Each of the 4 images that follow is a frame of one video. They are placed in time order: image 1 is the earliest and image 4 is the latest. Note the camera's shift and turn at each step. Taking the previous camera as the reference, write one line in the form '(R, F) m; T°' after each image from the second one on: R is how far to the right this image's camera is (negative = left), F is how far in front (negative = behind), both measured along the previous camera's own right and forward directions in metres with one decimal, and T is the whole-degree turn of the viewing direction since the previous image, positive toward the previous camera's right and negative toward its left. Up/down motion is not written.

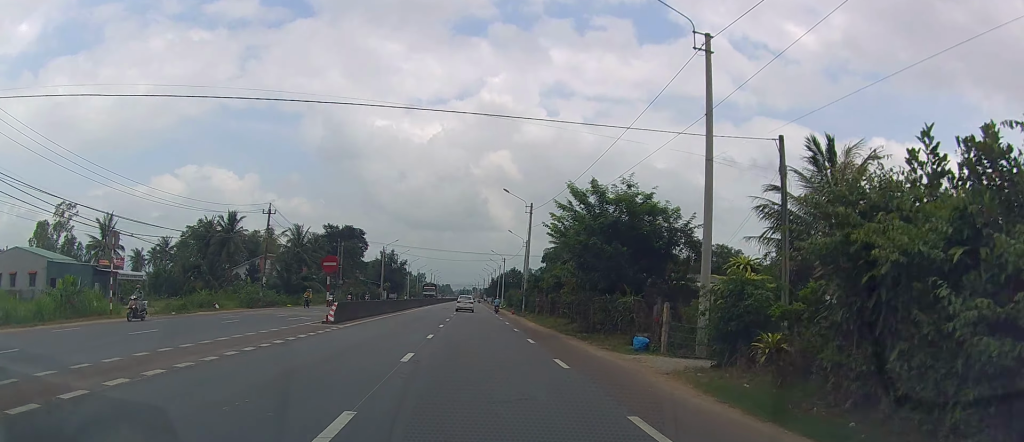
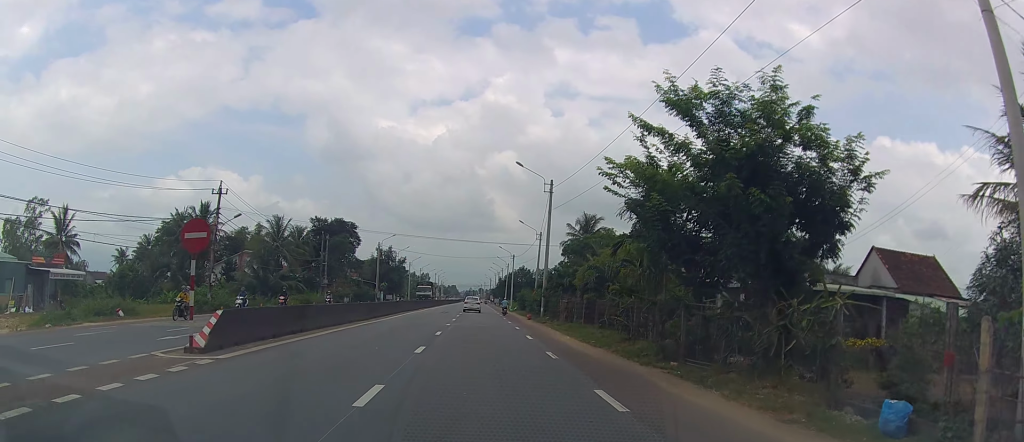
(0.0, +13.1) m; 0°
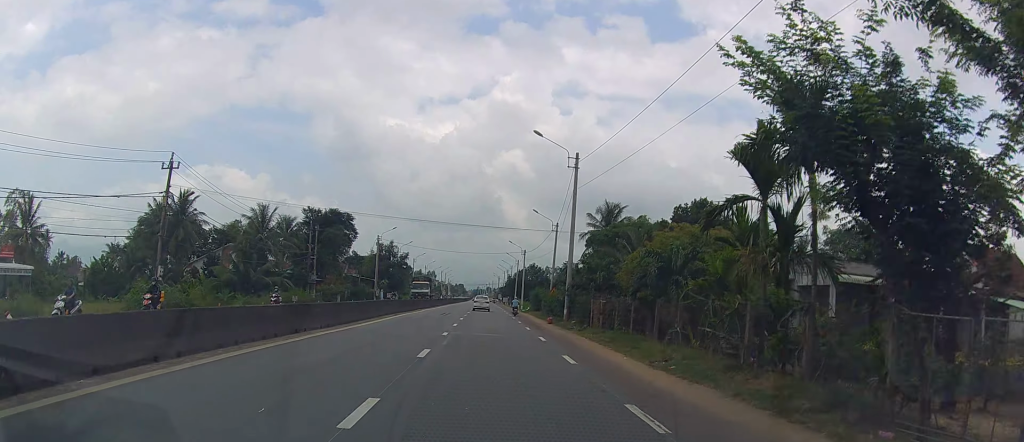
(0.0, +9.1) m; 0°
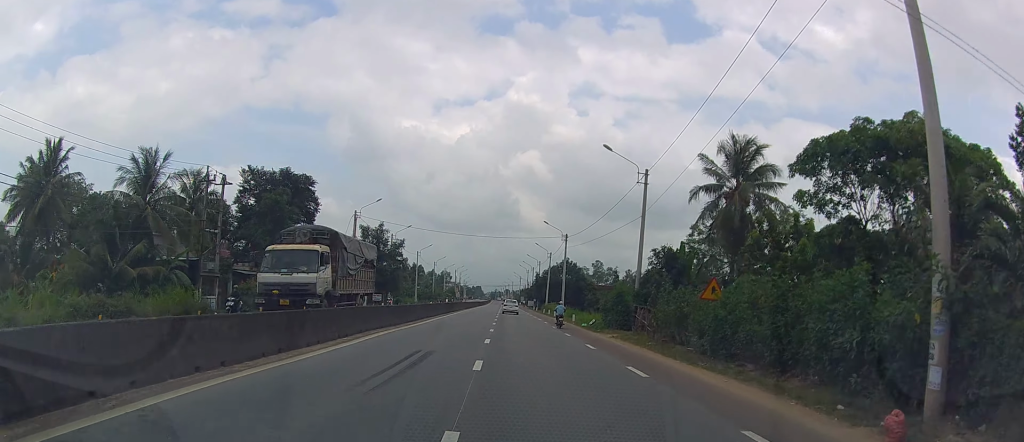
(0.0, +34.0) m; 0°
